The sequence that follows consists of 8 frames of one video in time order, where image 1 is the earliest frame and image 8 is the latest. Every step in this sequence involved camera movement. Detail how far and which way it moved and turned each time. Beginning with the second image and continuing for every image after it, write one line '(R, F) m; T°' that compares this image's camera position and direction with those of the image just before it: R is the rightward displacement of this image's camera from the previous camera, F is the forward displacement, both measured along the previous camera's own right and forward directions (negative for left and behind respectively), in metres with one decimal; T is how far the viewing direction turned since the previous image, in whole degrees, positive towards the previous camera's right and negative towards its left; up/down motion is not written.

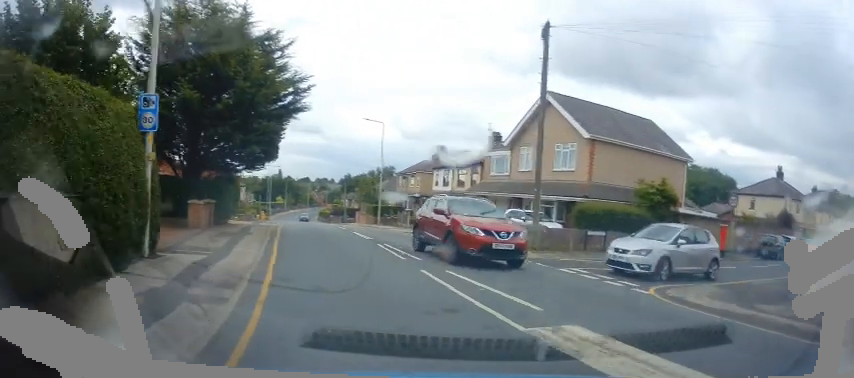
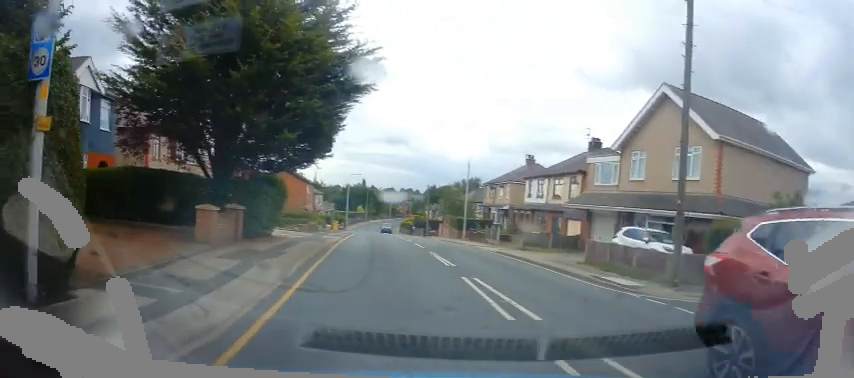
(-0.6, +5.0) m; -11°
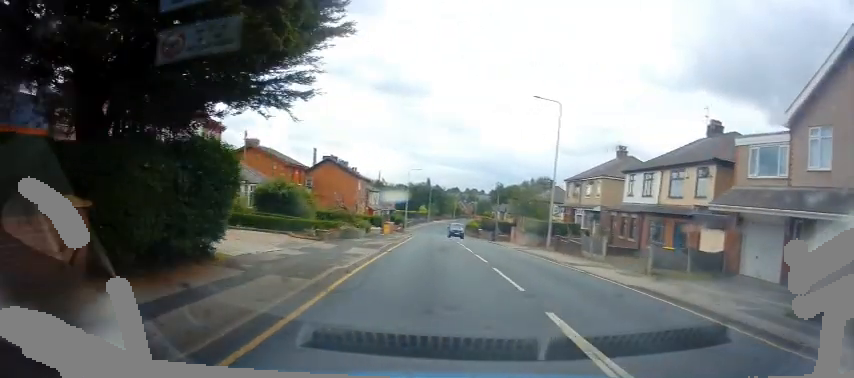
(-0.1, +9.6) m; 0°
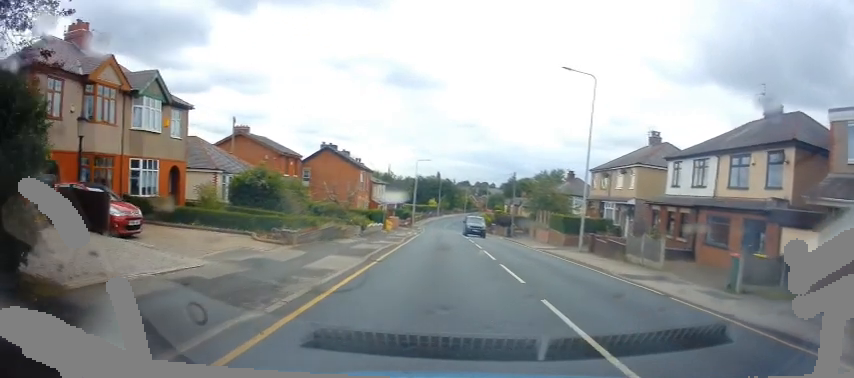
(0.0, +5.6) m; -1°
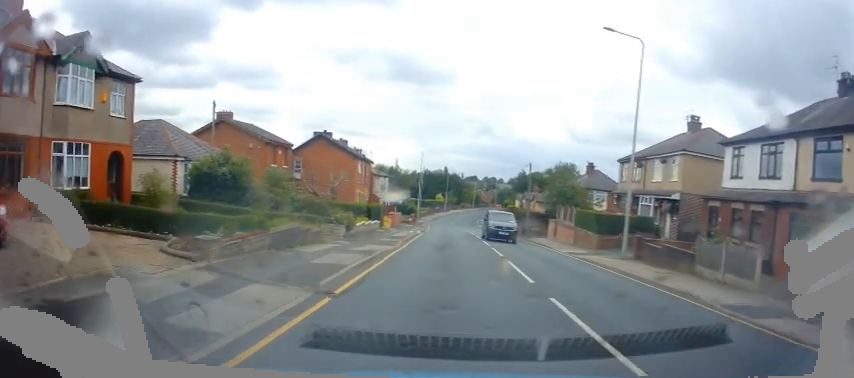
(-0.2, +6.0) m; -1°
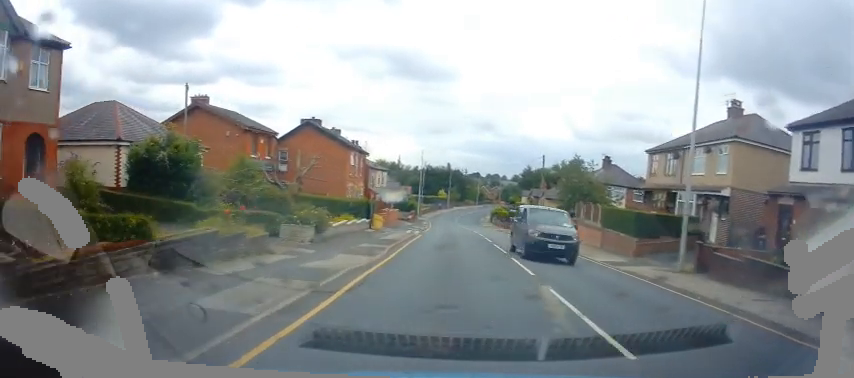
(+0.1, +5.6) m; +1°
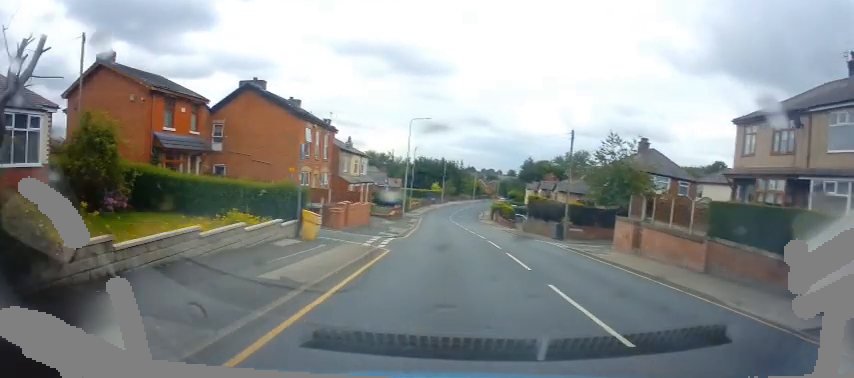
(+0.2, +12.5) m; +1°
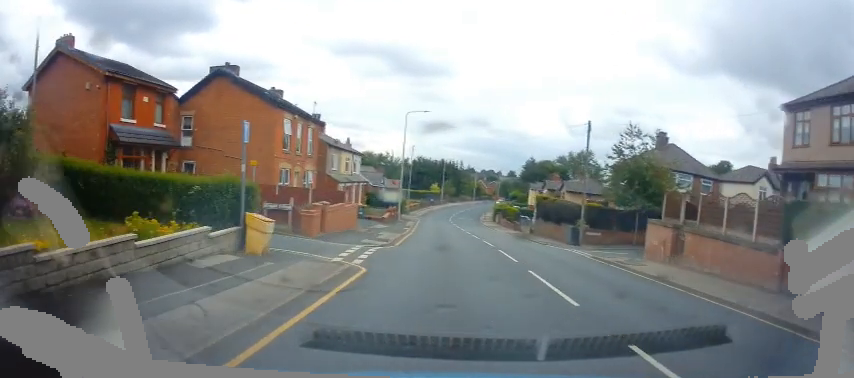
(+0.1, +4.2) m; -1°
